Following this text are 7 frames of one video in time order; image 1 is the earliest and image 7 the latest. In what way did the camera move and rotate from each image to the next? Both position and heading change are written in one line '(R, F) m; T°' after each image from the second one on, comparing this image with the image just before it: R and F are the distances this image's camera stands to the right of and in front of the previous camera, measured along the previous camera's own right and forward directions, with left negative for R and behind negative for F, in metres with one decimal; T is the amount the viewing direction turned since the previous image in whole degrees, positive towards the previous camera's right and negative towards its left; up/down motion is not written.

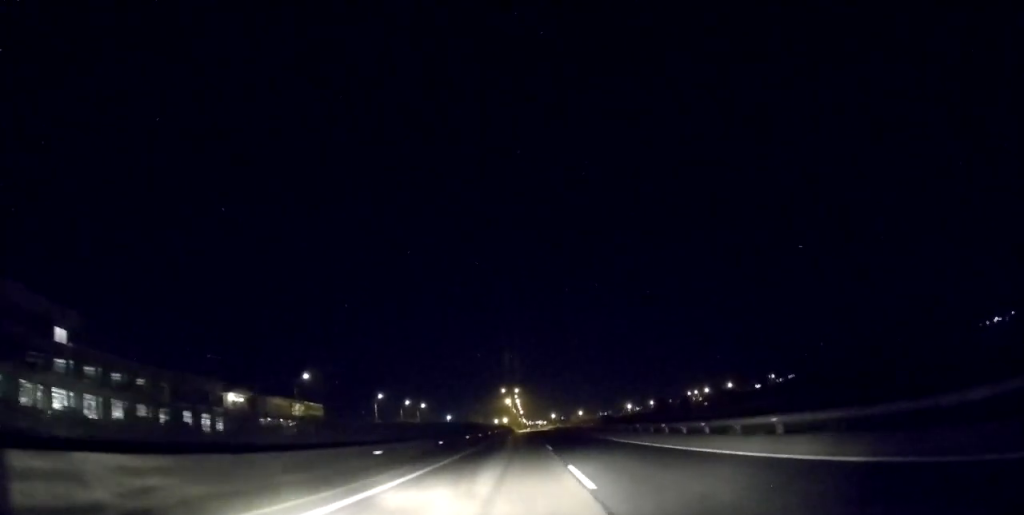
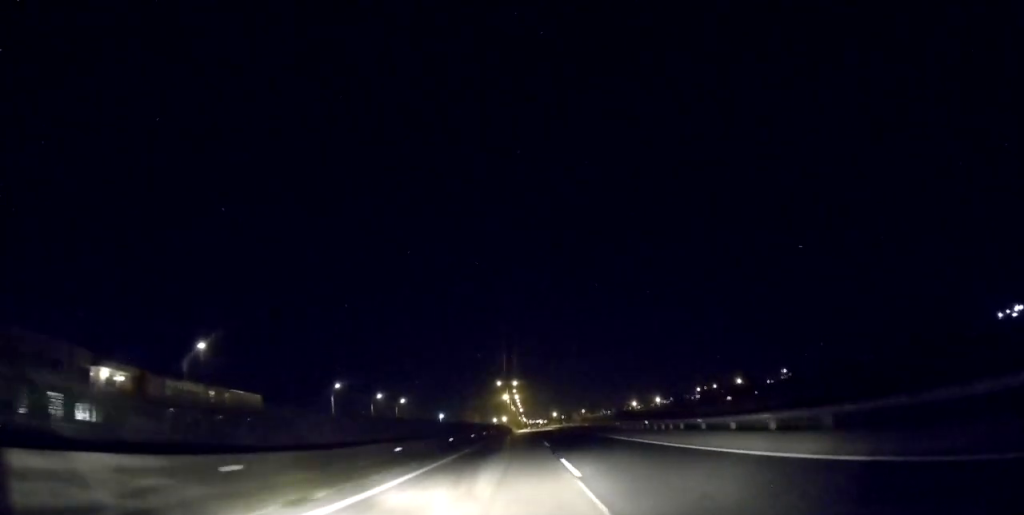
(-0.1, +31.3) m; 0°
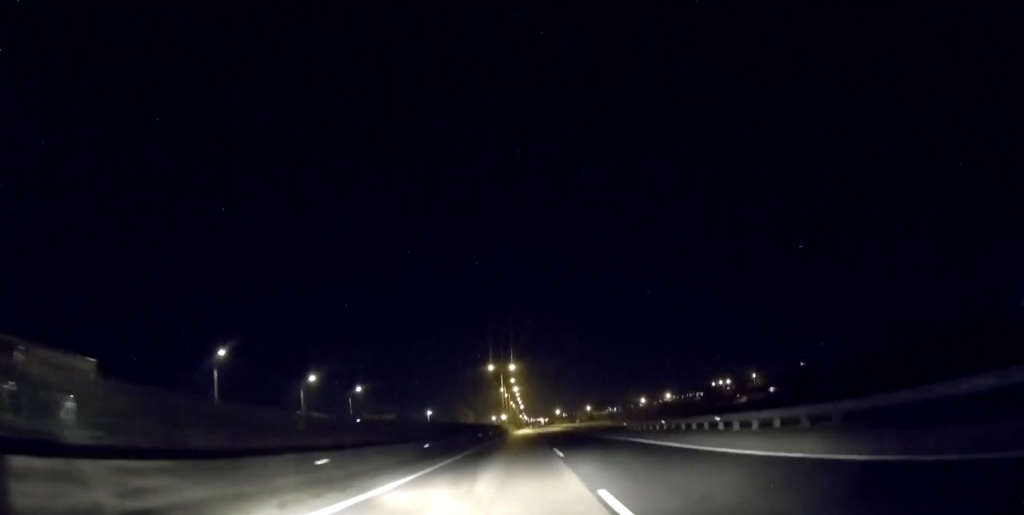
(-0.3, +42.7) m; 0°
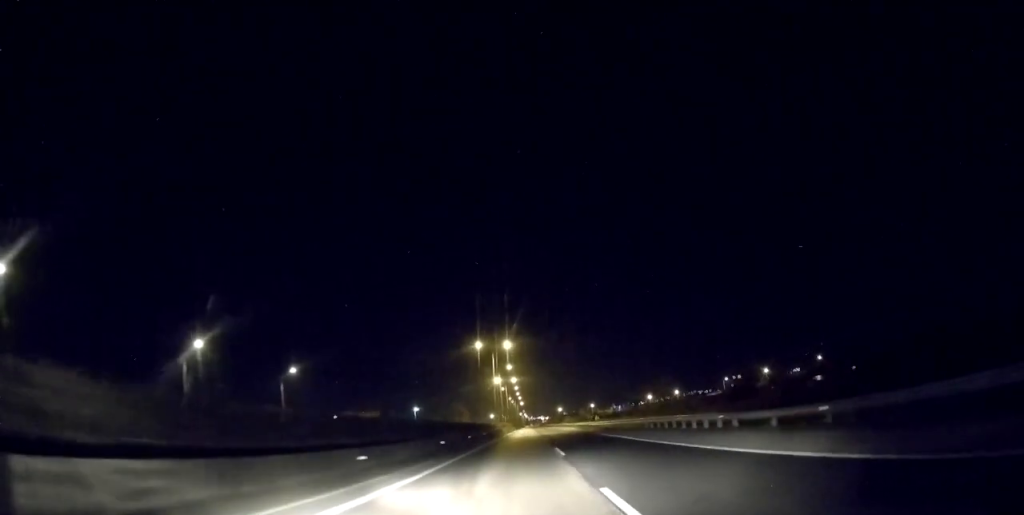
(+0.2, +33.4) m; 0°
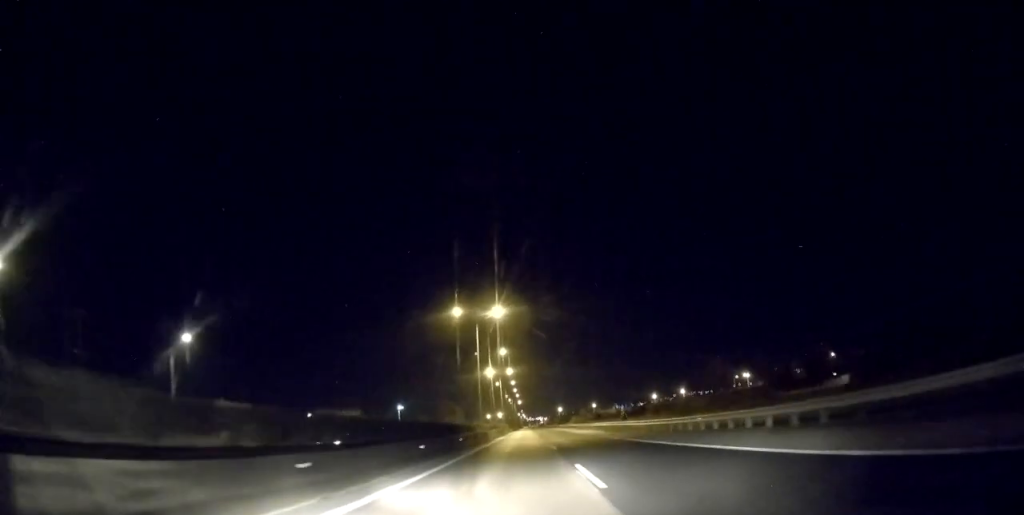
(-0.1, +28.1) m; 0°
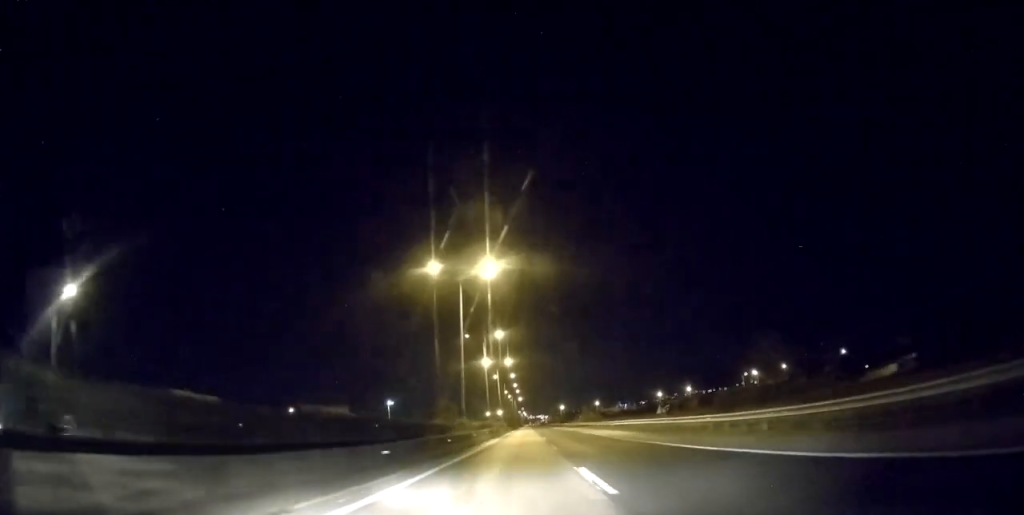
(0.0, +17.3) m; 0°
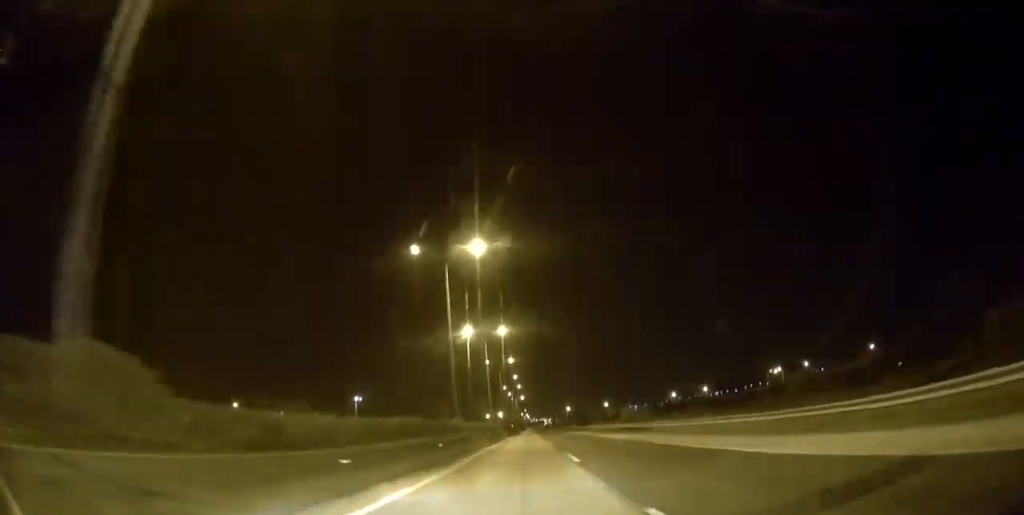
(+0.2, +39.1) m; 0°
